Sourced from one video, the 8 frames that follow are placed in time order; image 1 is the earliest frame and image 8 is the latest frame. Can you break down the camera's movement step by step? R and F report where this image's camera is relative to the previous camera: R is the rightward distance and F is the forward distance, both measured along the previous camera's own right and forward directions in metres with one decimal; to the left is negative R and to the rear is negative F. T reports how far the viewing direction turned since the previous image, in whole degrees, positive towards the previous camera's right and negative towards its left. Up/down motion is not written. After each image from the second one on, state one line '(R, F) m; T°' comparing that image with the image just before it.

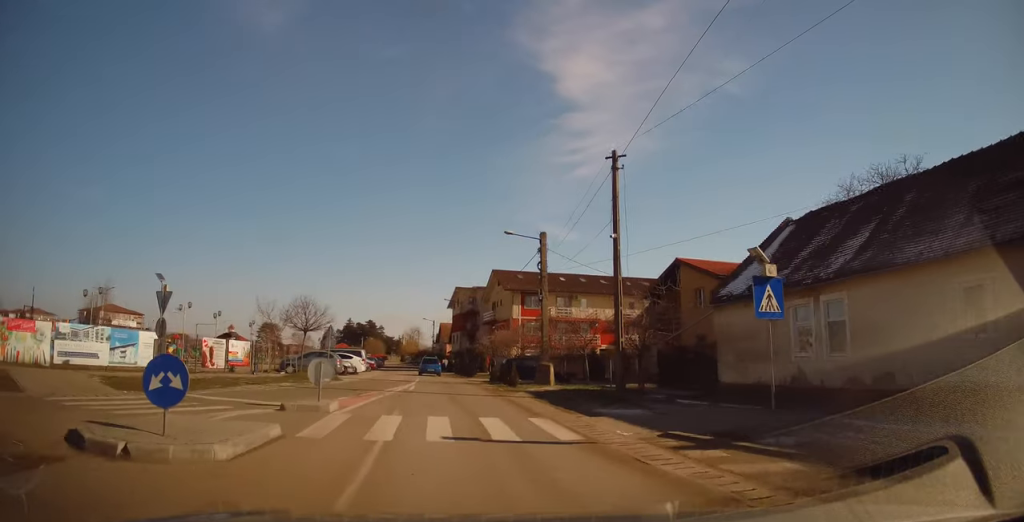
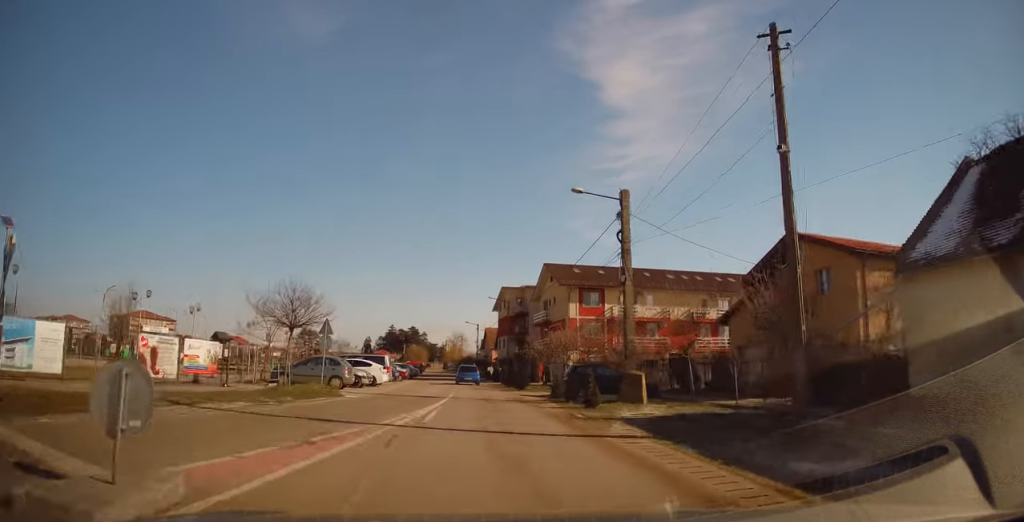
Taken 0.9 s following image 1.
(-0.5, +7.5) m; -4°
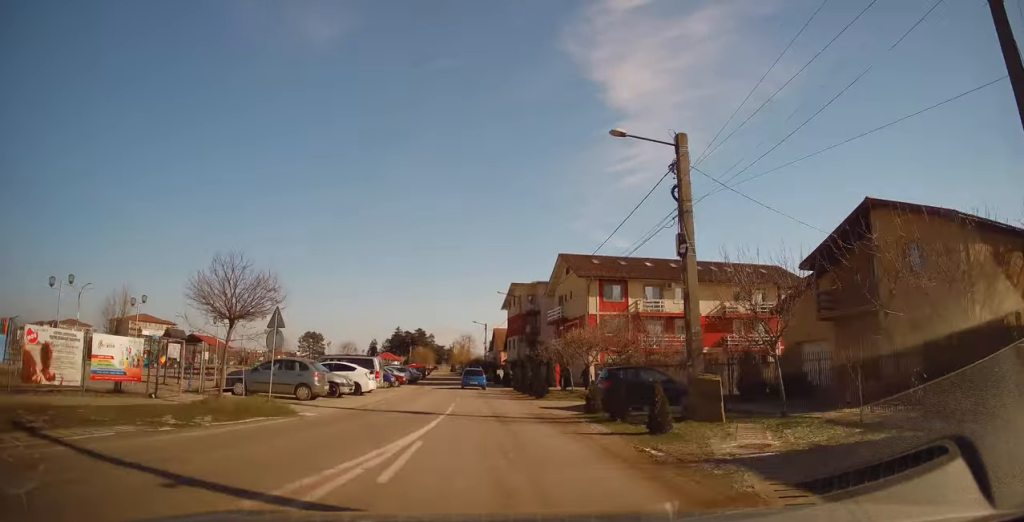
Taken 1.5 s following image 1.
(-0.1, +4.9) m; -1°
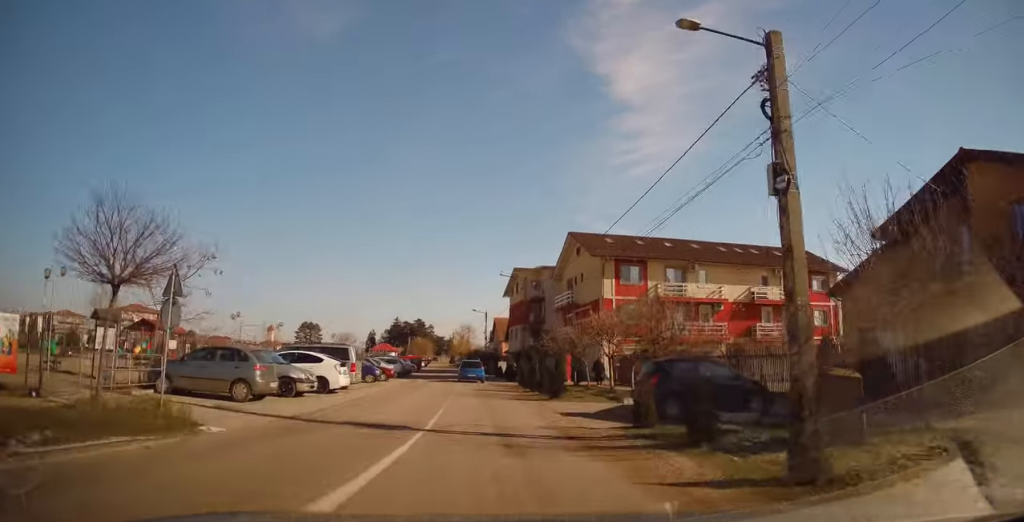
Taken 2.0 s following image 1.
(+0.2, +4.7) m; -1°
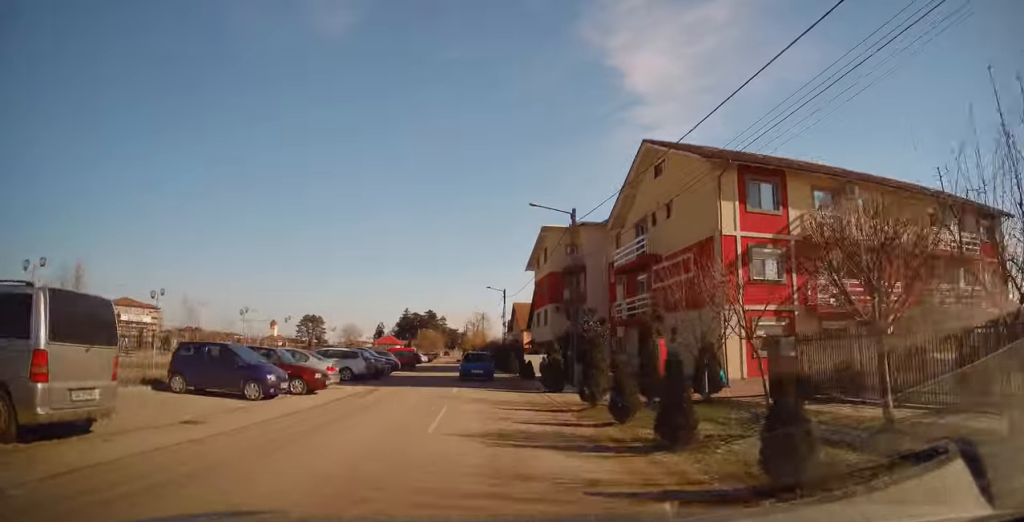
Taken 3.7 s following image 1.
(-0.7, +16.8) m; -4°
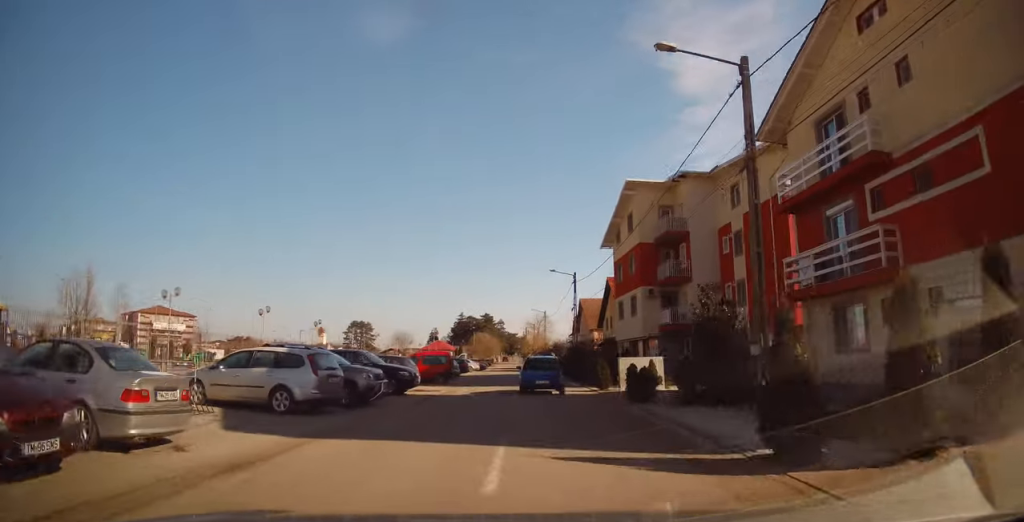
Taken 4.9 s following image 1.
(-0.3, +13.5) m; -3°
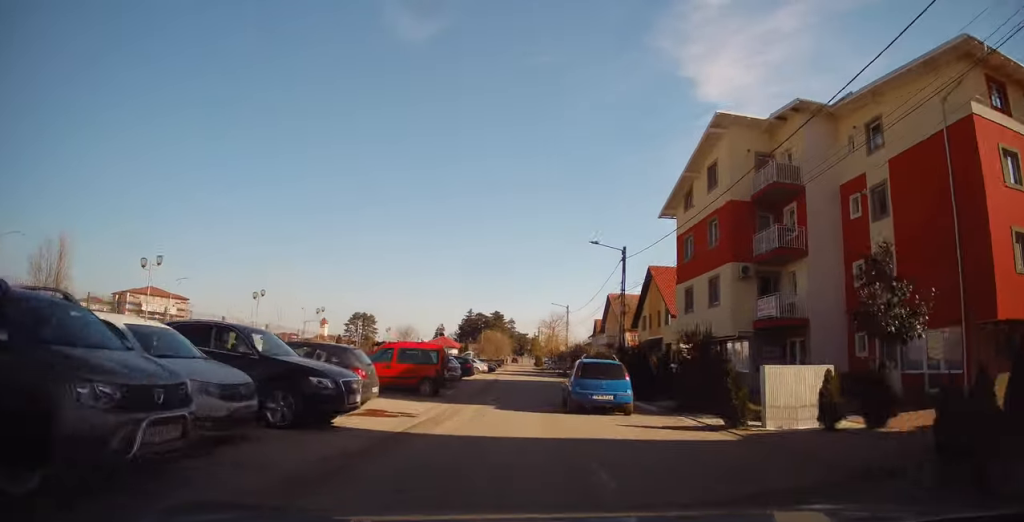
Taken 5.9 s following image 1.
(-0.1, +11.3) m; -1°
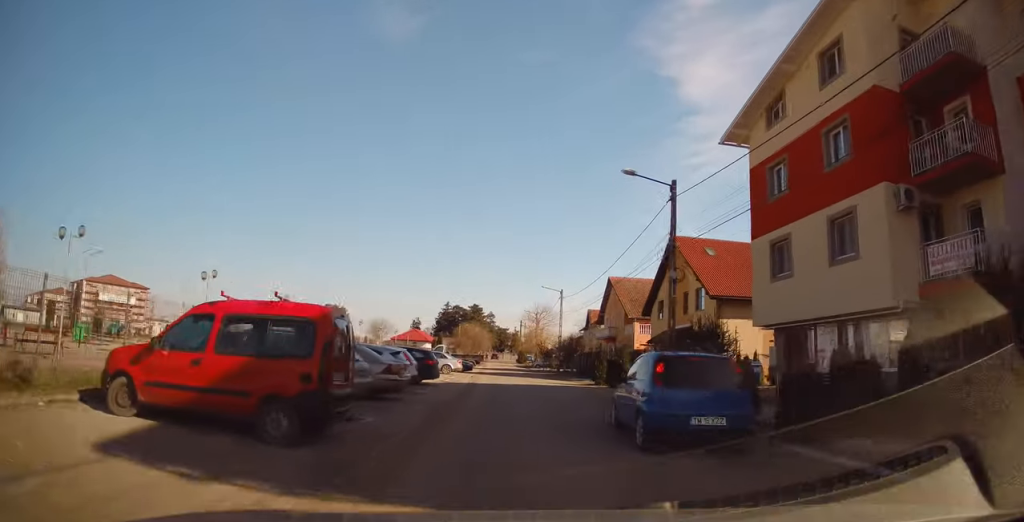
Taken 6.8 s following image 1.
(-0.1, +11.2) m; 0°
